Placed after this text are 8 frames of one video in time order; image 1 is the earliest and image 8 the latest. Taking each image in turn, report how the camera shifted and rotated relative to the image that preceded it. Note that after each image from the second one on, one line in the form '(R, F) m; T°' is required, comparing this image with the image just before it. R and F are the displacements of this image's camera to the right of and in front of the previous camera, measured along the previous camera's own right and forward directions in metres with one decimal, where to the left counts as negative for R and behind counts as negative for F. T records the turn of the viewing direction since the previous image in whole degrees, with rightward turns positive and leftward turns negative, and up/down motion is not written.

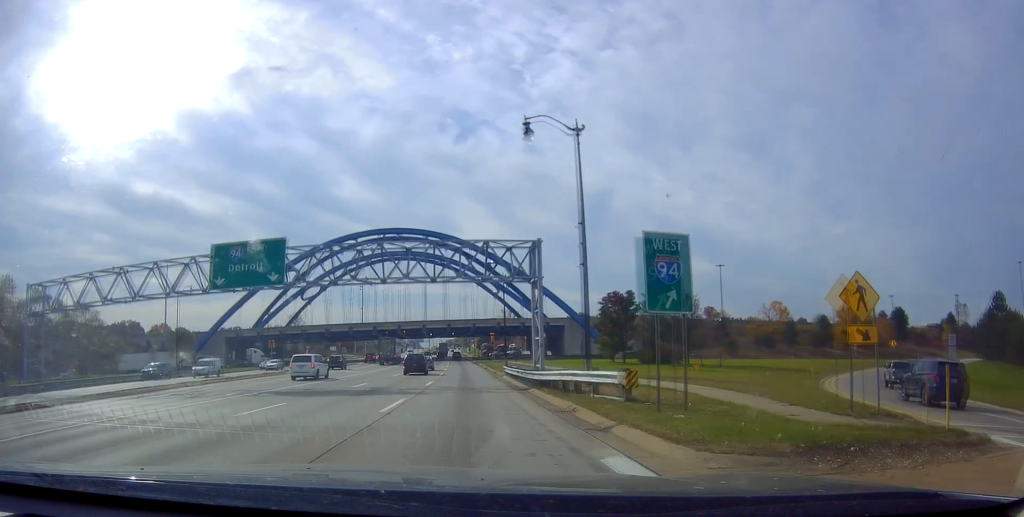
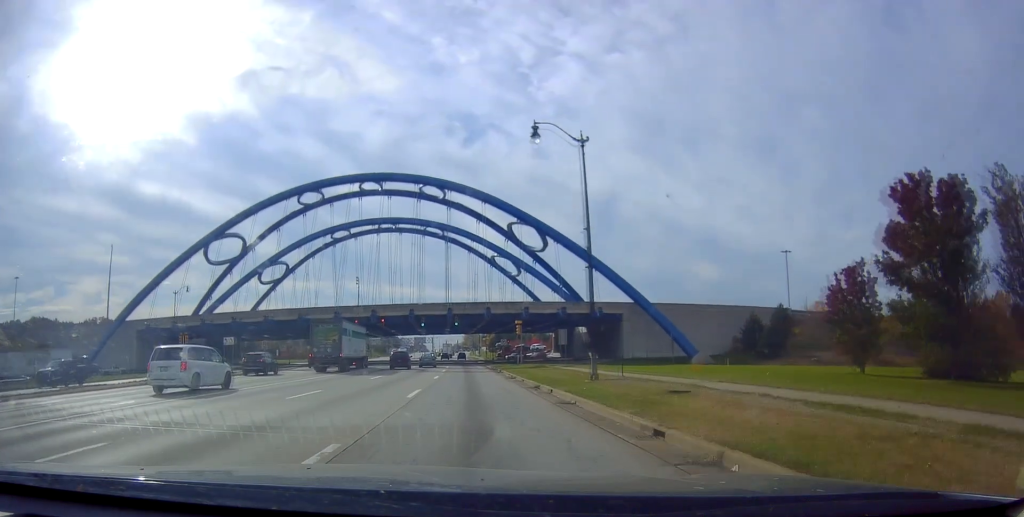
(-0.5, +42.0) m; -1°
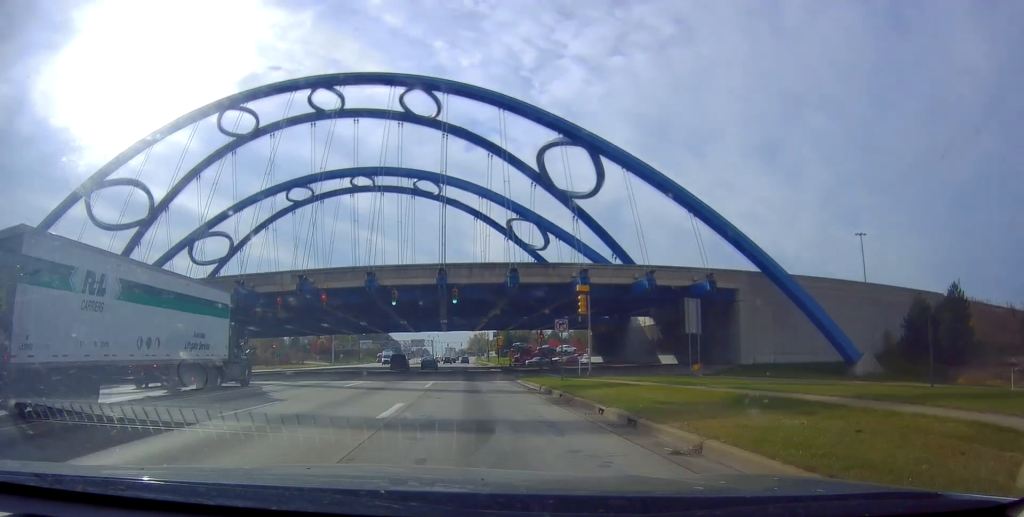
(+0.6, +36.6) m; +1°
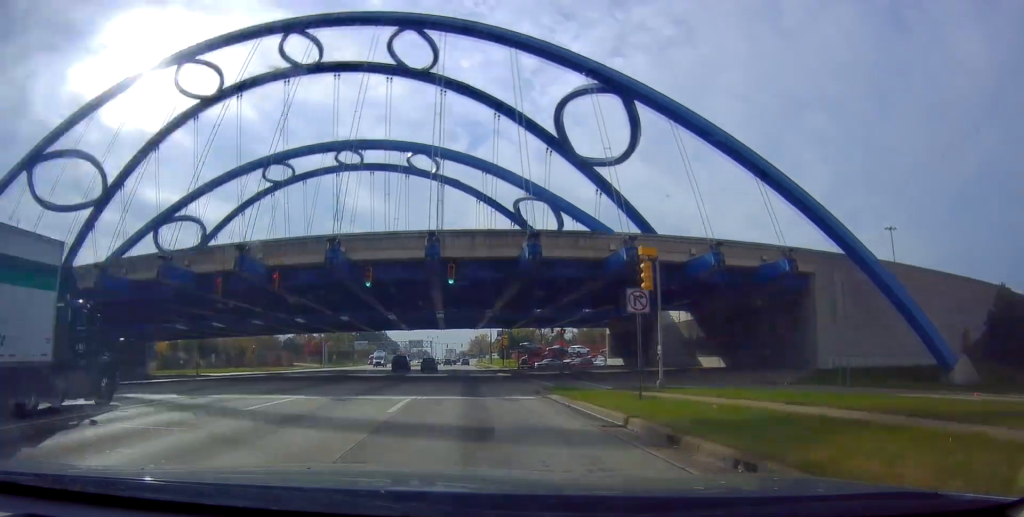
(0.0, +12.3) m; 0°
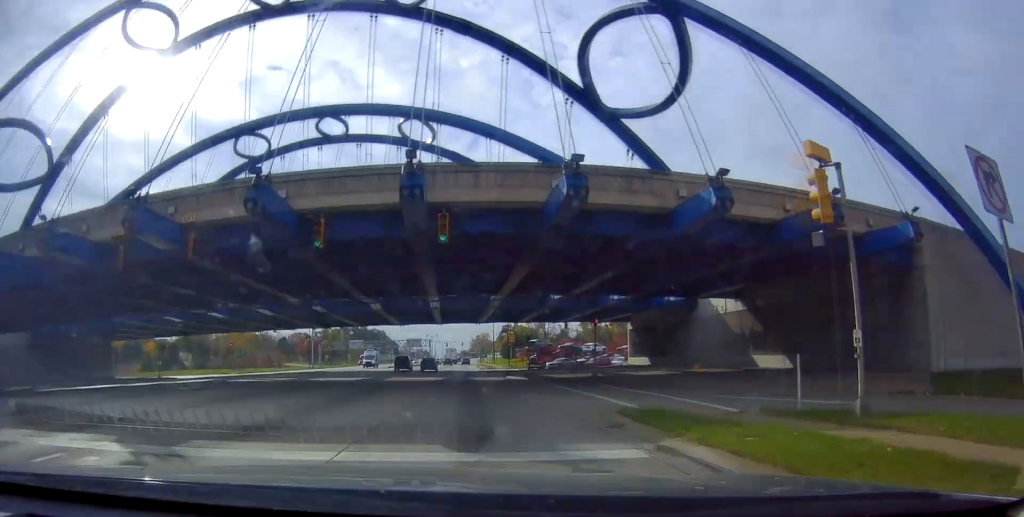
(-0.2, +11.7) m; -1°
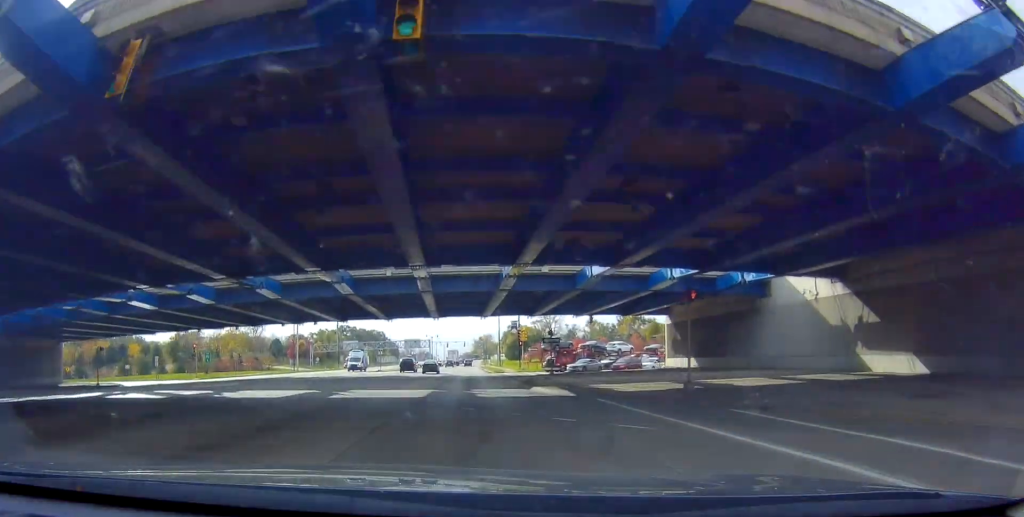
(0.0, +14.4) m; 0°
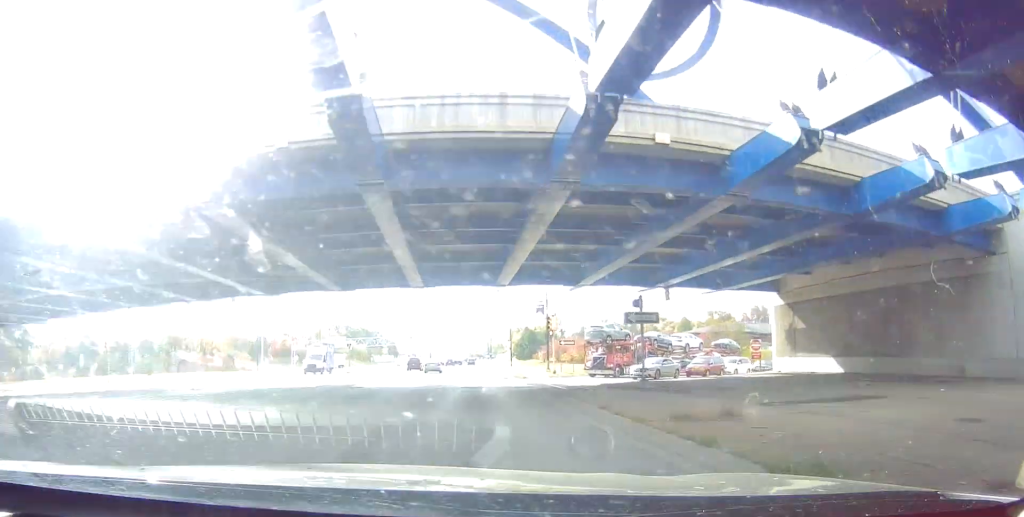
(0.0, +23.0) m; 0°
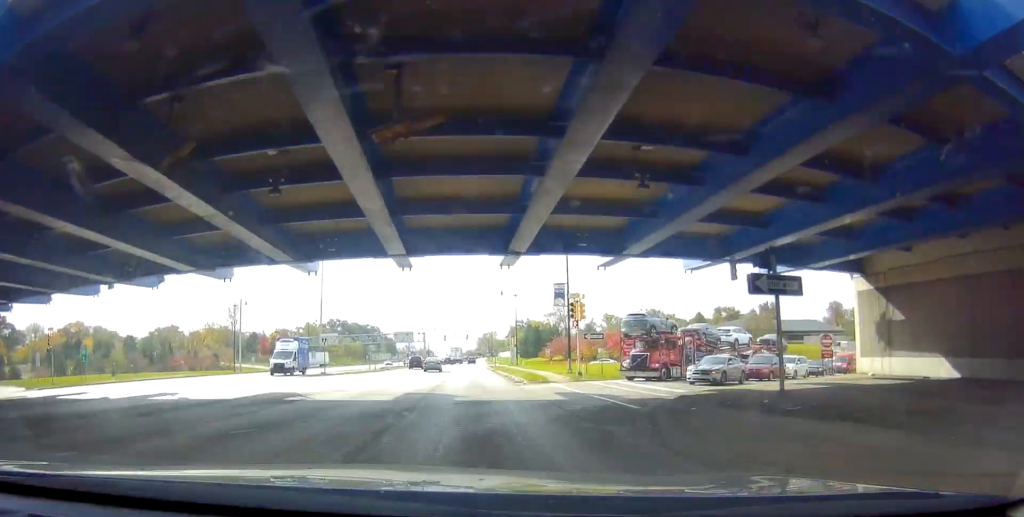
(0.0, +10.1) m; 0°
